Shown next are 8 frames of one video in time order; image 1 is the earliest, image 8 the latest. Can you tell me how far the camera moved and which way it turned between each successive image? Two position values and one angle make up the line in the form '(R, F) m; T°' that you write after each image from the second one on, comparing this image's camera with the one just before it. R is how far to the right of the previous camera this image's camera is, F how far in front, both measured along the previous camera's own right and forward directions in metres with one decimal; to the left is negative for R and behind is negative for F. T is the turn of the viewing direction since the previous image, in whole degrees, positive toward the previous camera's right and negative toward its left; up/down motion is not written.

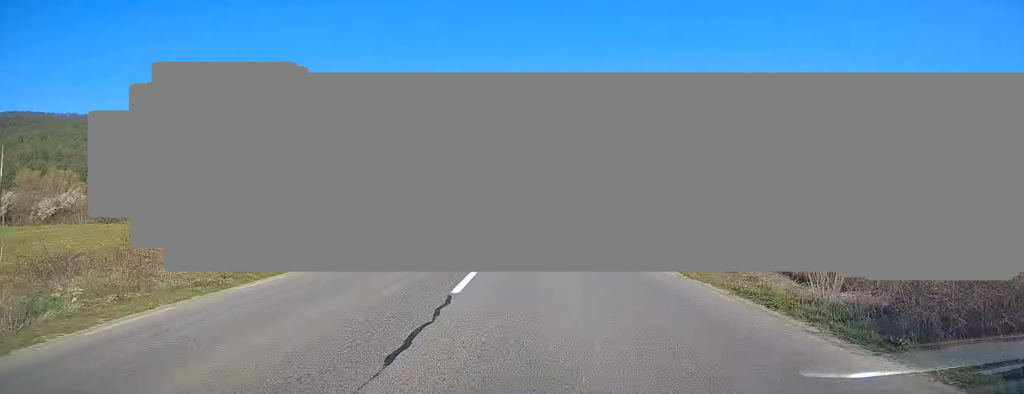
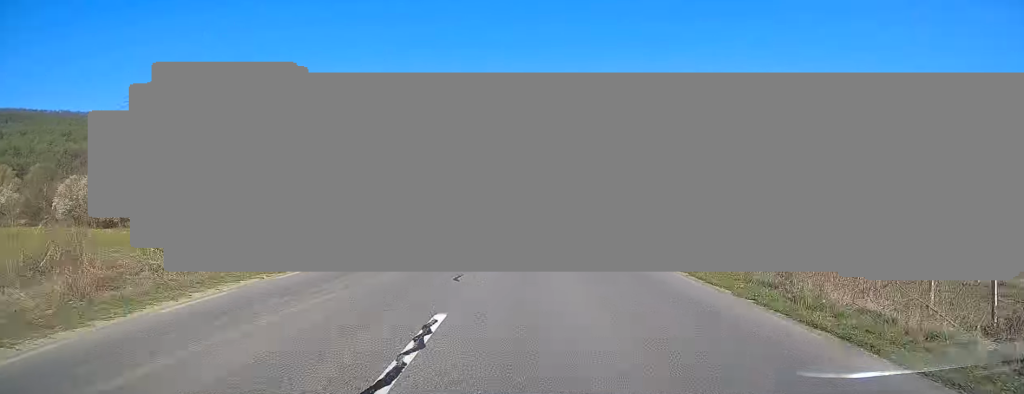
(0.0, +22.6) m; 0°
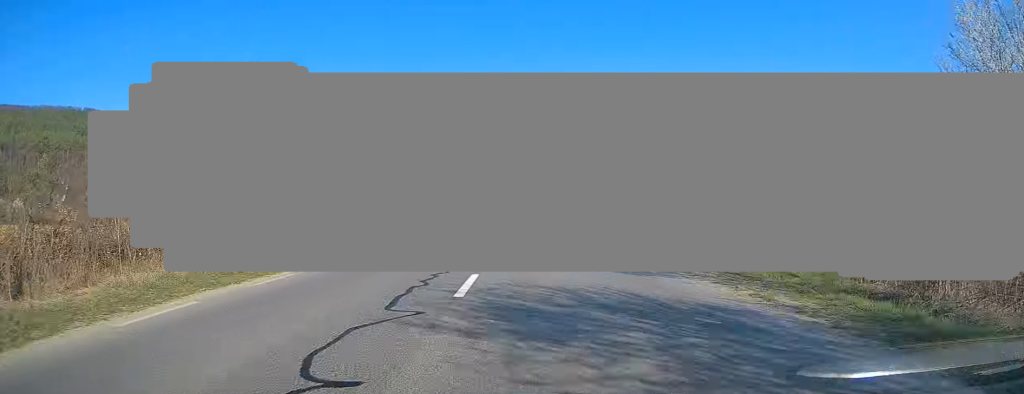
(+0.1, +49.4) m; 0°
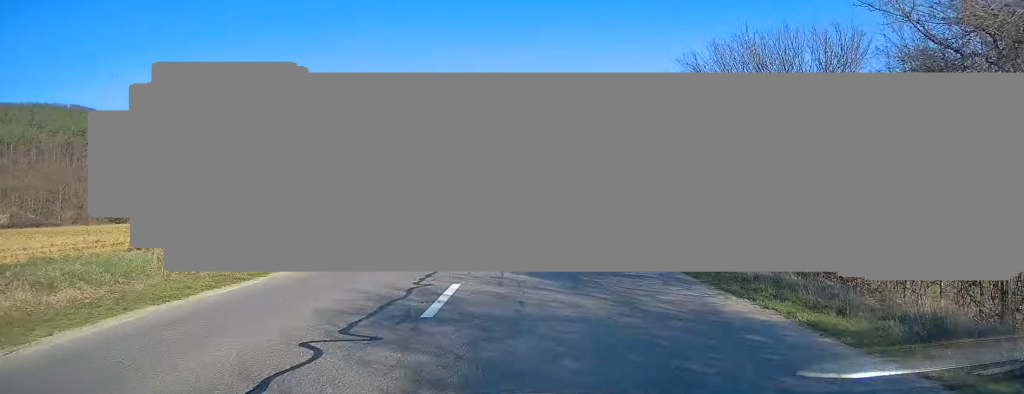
(0.0, +37.6) m; 0°
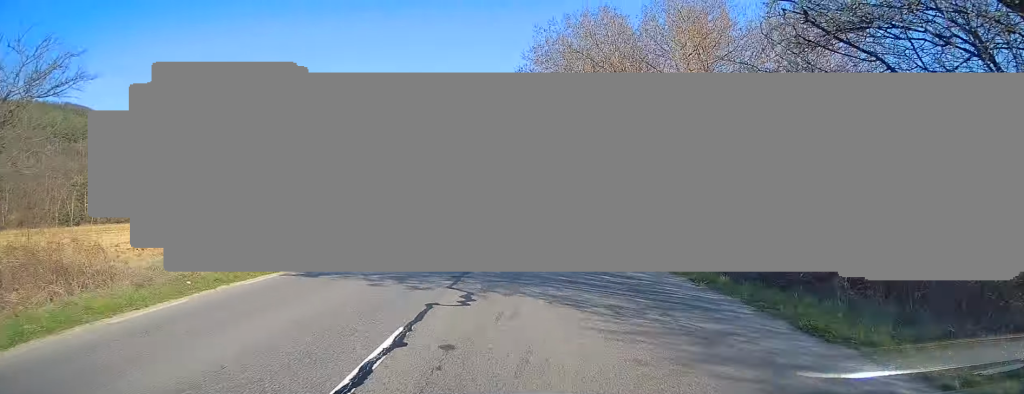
(+0.2, +30.8) m; 0°
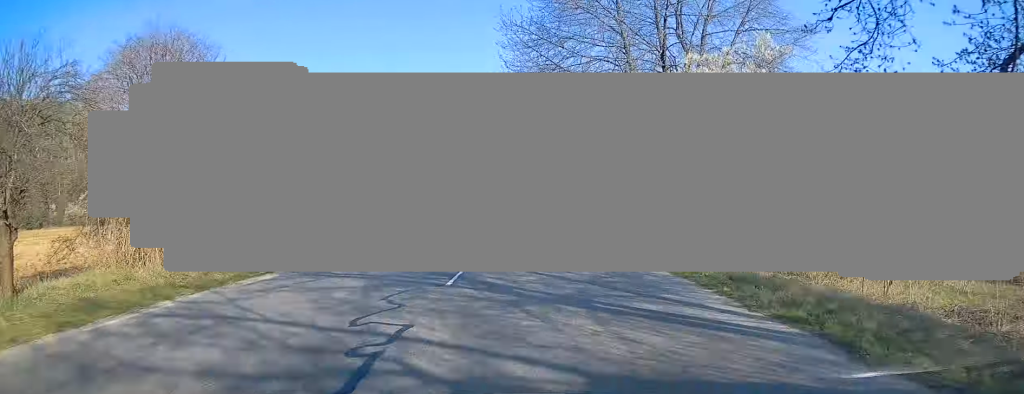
(-0.1, +20.6) m; 0°
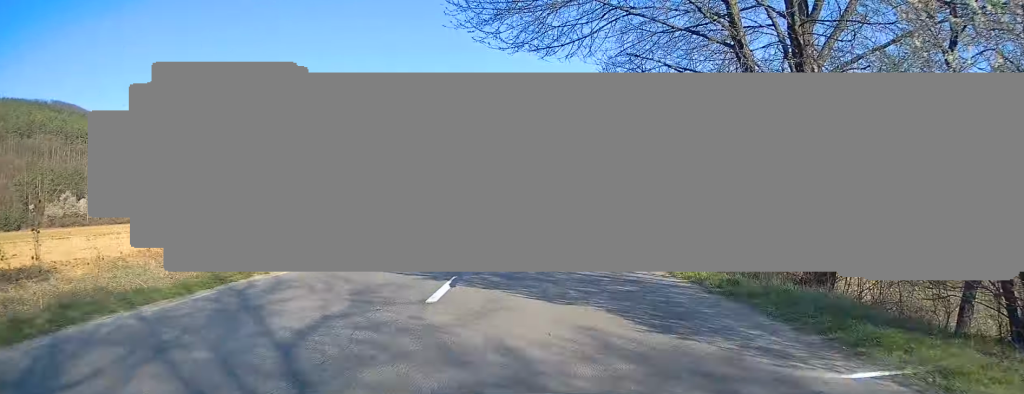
(-0.1, +10.6) m; 0°
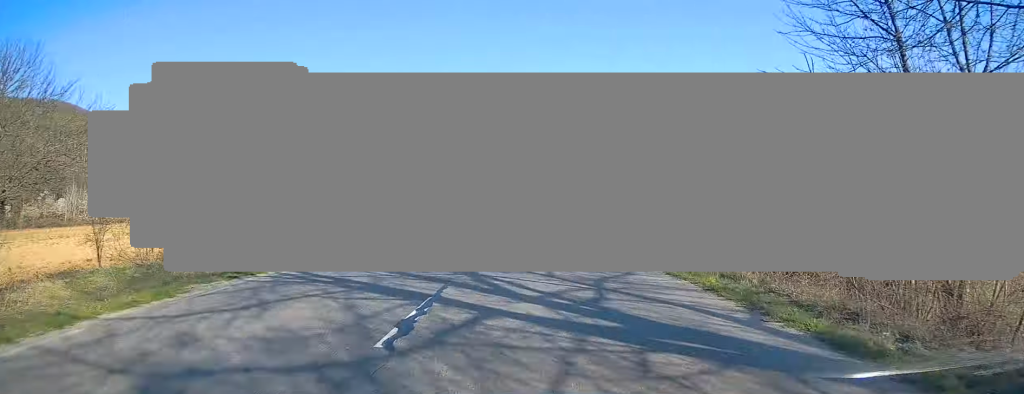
(0.0, +11.4) m; 0°
